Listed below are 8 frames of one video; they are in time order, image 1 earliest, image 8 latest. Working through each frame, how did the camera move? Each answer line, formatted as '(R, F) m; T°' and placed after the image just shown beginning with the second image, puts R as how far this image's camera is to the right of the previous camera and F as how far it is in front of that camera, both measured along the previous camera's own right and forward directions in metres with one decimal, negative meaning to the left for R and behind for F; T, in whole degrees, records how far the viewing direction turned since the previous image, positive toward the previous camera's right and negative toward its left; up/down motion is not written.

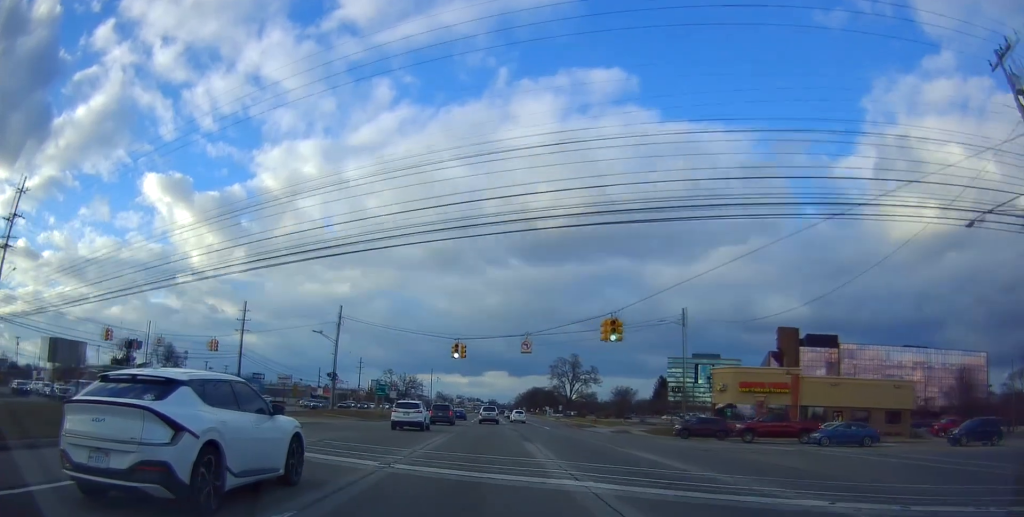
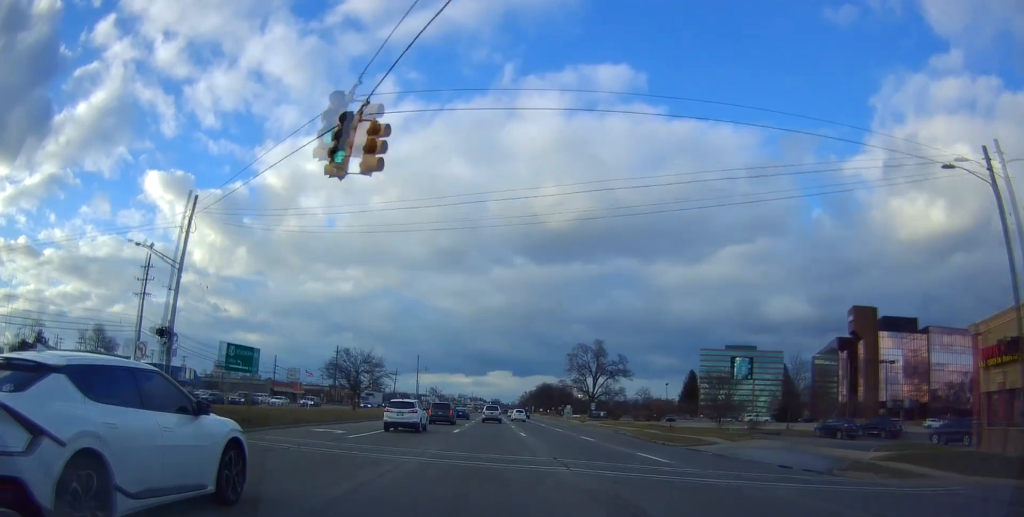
(-0.1, +35.3) m; -1°
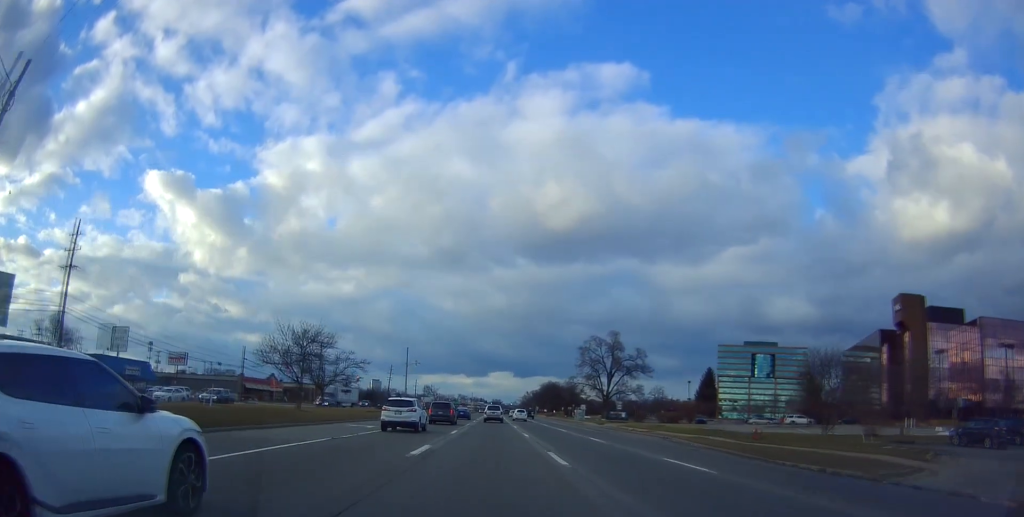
(-0.4, +16.9) m; -1°
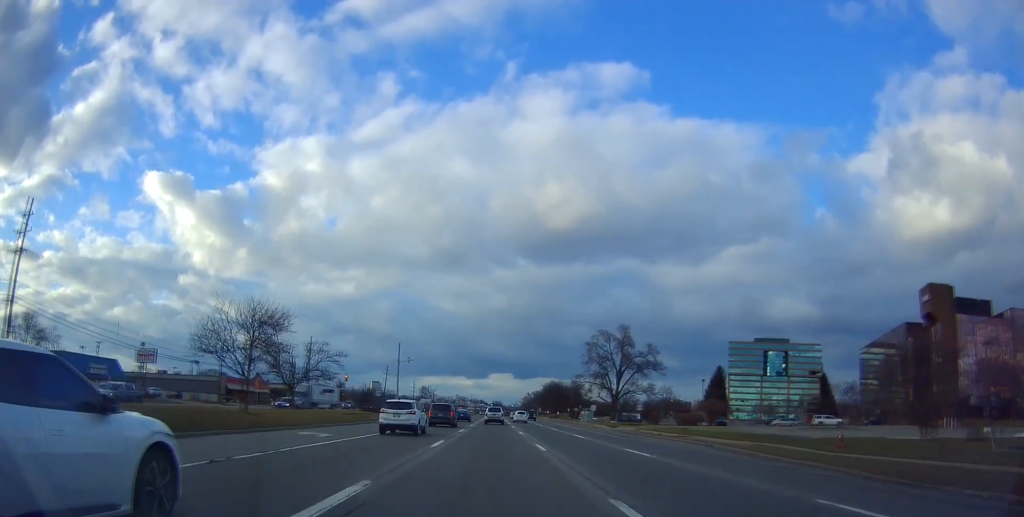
(0.0, +9.4) m; 0°
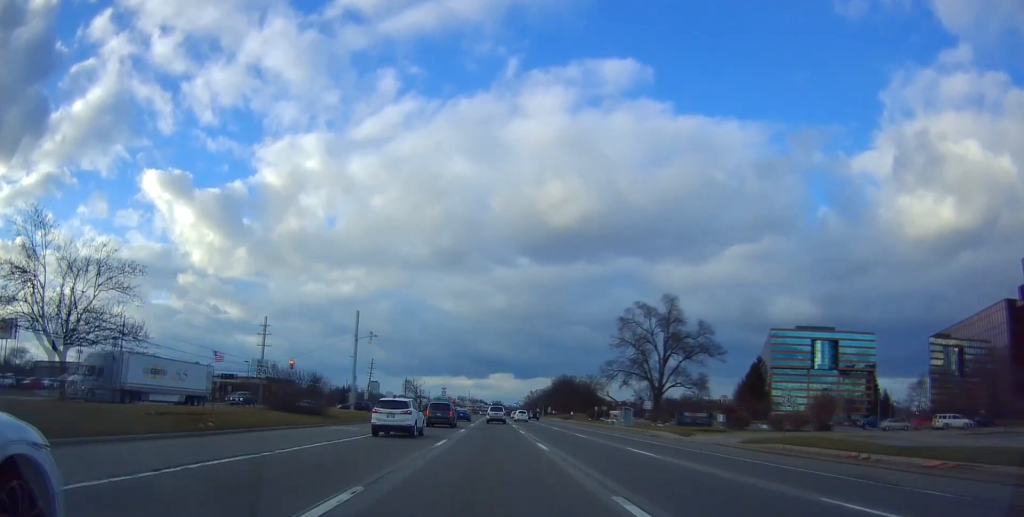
(-0.1, +30.9) m; +1°
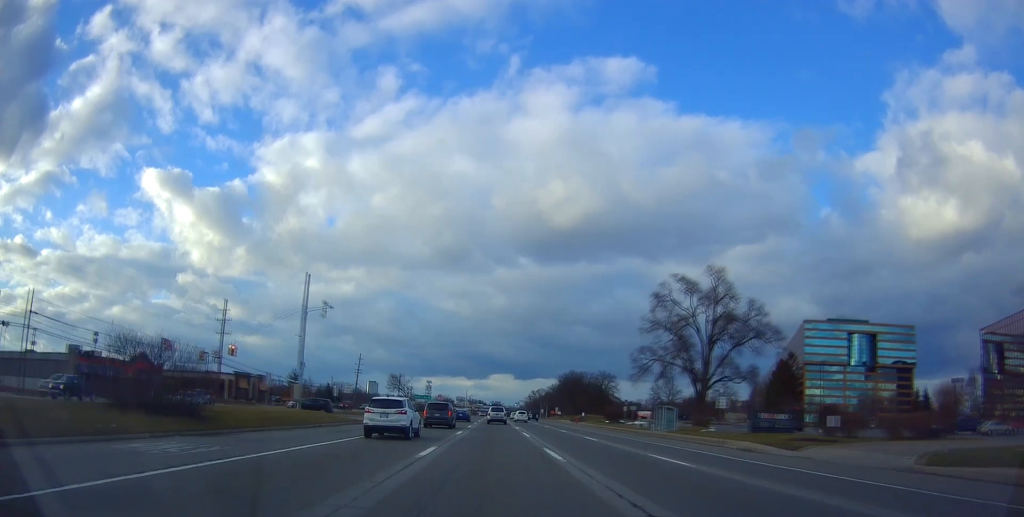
(+0.3, +19.2) m; +1°
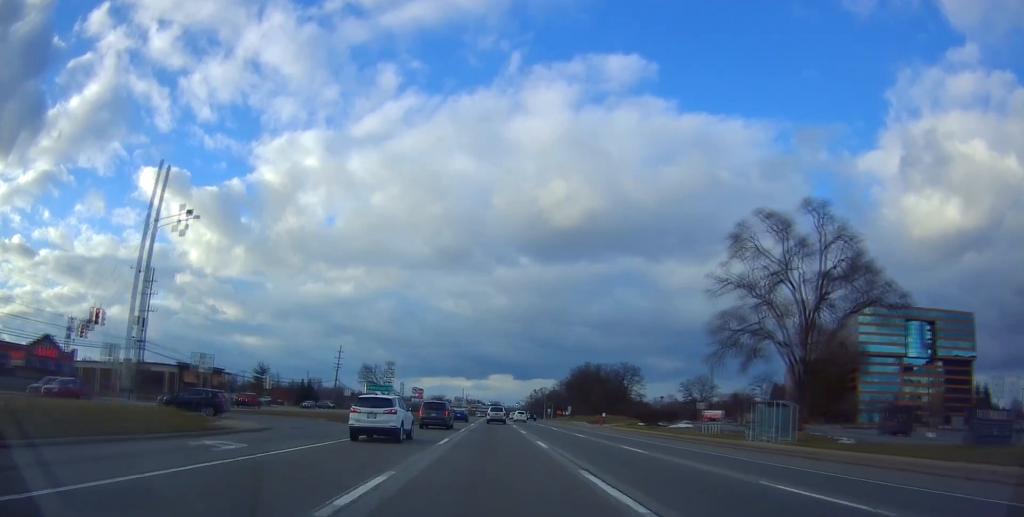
(+0.2, +24.8) m; 0°
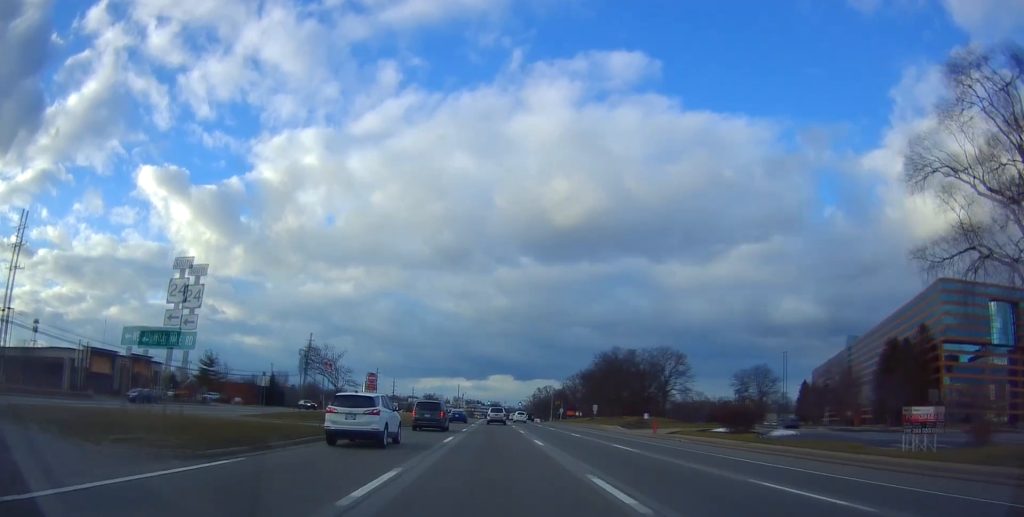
(-0.5, +28.0) m; 0°
